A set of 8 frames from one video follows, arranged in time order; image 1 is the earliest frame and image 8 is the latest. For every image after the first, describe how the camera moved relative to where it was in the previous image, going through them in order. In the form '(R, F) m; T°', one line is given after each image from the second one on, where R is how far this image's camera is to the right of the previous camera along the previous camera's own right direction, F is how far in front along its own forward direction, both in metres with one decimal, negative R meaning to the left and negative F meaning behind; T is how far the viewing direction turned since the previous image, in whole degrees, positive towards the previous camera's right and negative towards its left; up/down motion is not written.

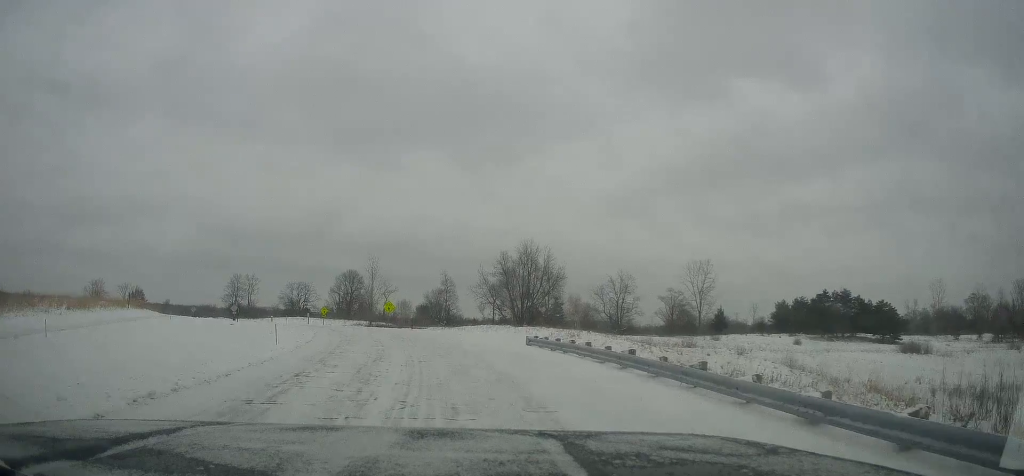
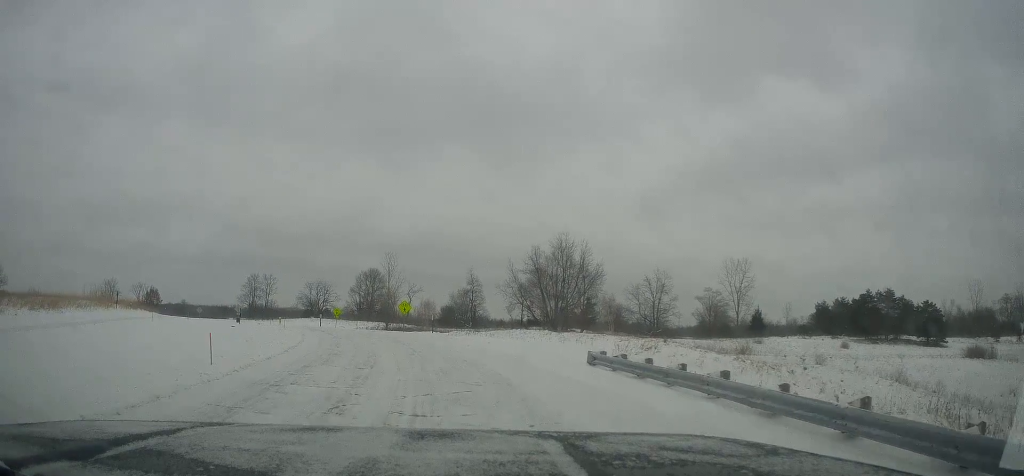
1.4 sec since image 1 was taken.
(-0.8, +9.1) m; -8°
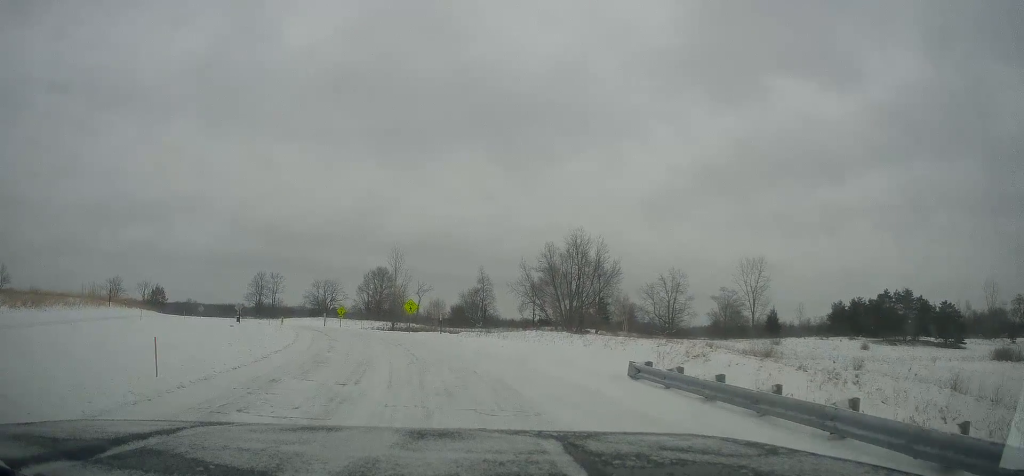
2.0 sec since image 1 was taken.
(-0.2, +3.9) m; +2°
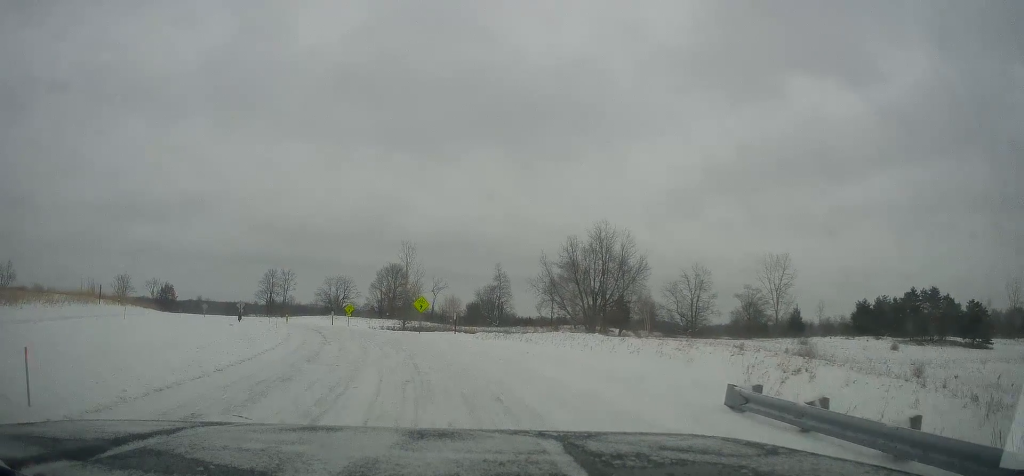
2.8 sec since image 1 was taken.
(+0.3, +5.1) m; +3°
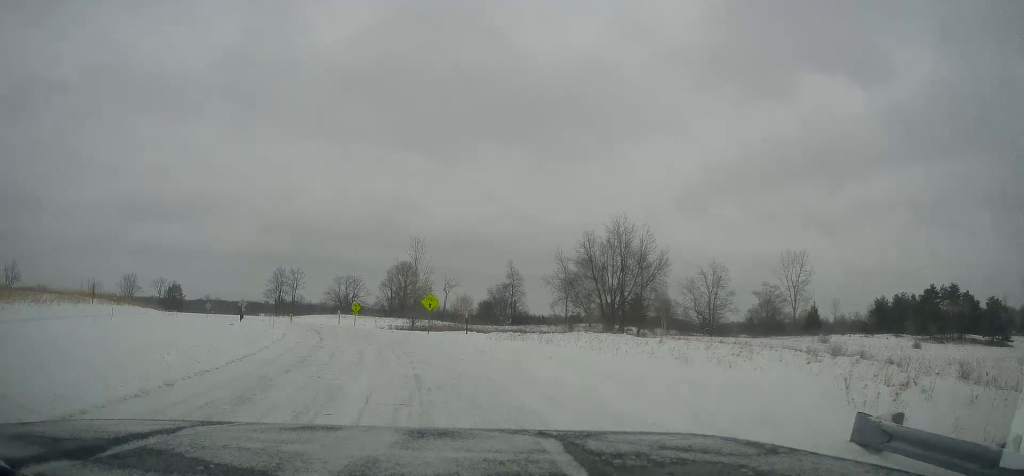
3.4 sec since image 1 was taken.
(+0.2, +3.4) m; +1°
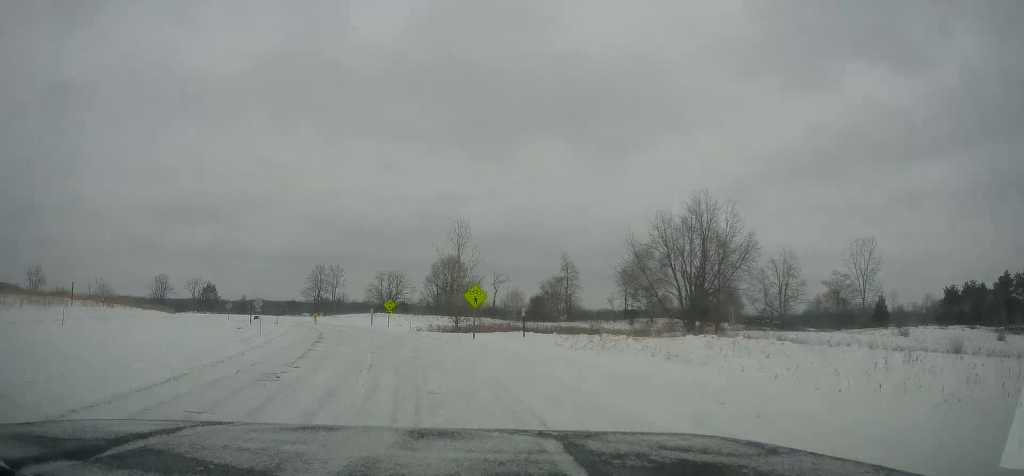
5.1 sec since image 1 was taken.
(-1.4, +10.8) m; -11°
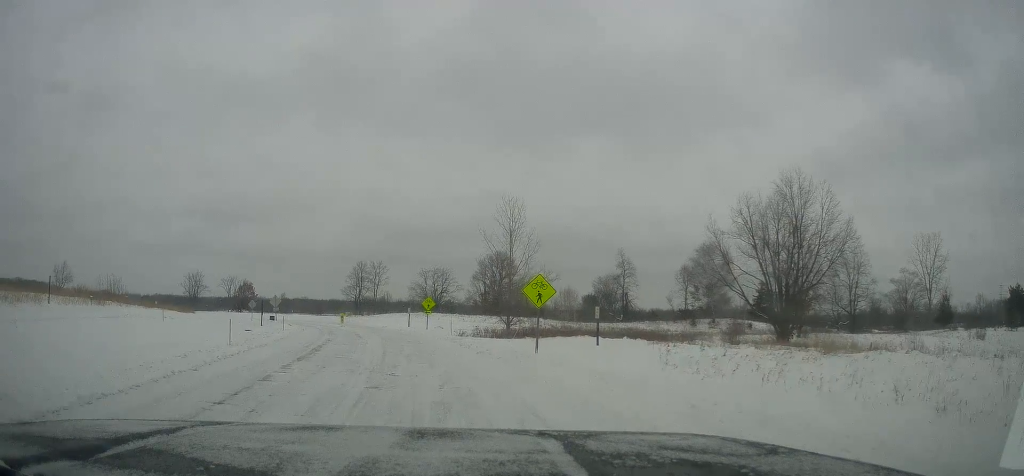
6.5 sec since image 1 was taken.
(+0.1, +9.5) m; +1°
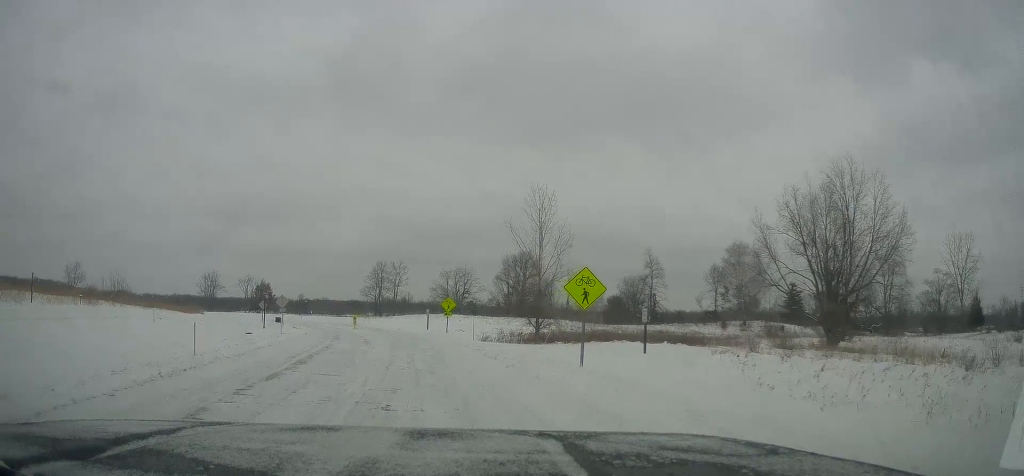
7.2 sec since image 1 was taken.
(+0.1, +4.7) m; -1°
